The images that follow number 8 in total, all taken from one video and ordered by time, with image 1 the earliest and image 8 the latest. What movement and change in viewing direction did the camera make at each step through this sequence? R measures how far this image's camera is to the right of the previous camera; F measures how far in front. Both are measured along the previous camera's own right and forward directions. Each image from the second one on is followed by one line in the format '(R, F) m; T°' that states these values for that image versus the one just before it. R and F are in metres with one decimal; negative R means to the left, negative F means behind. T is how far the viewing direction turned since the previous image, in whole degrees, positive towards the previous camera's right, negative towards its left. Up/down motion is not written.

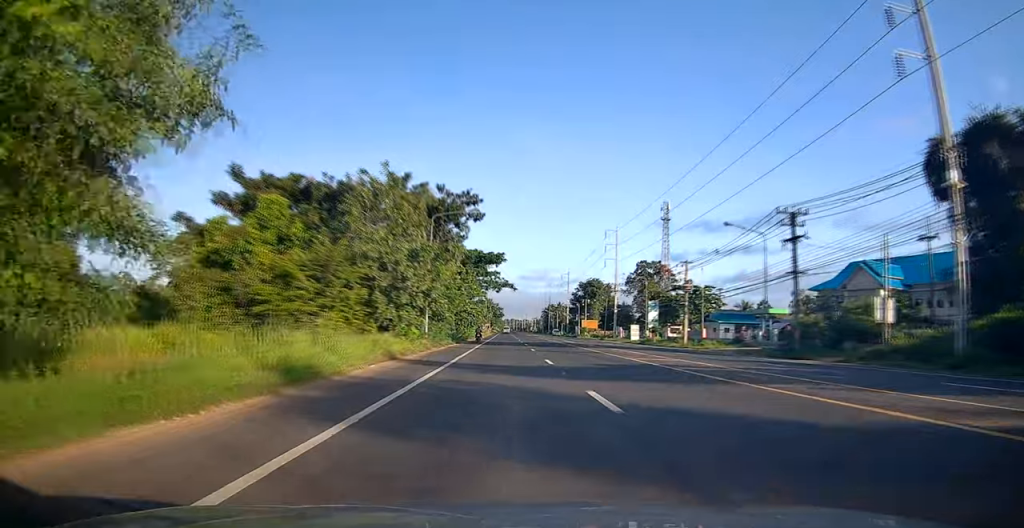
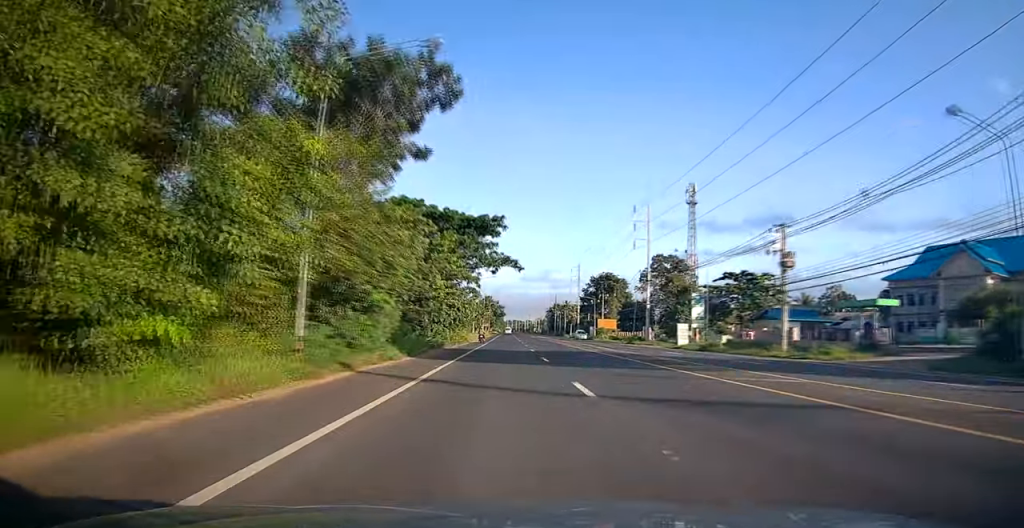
(+0.2, +22.1) m; 0°
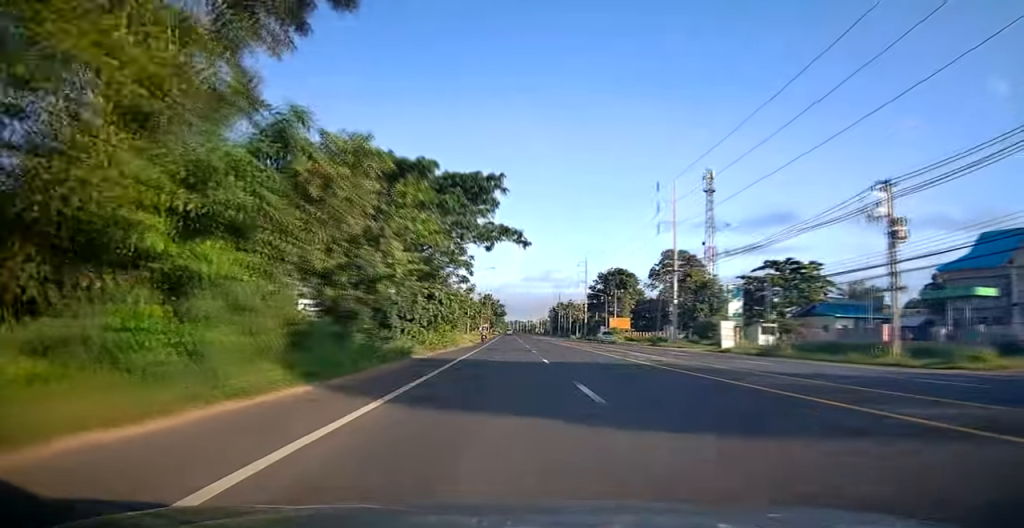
(-0.3, +12.3) m; 0°
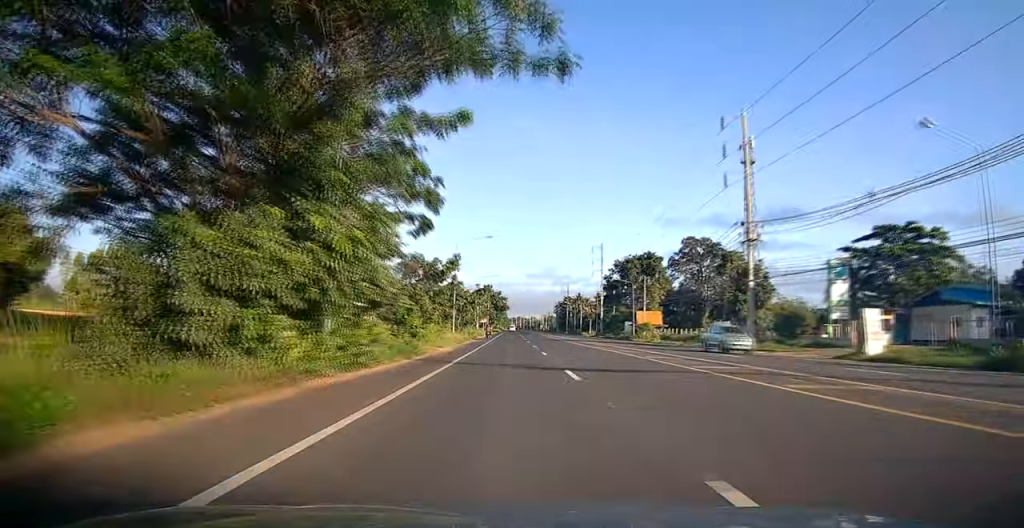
(+0.5, +21.0) m; -1°
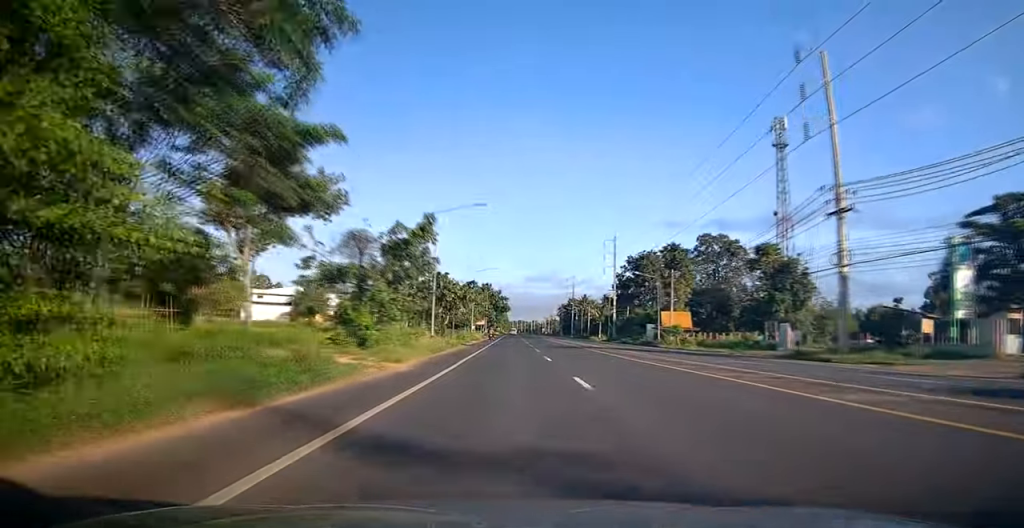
(-0.5, +13.6) m; -2°
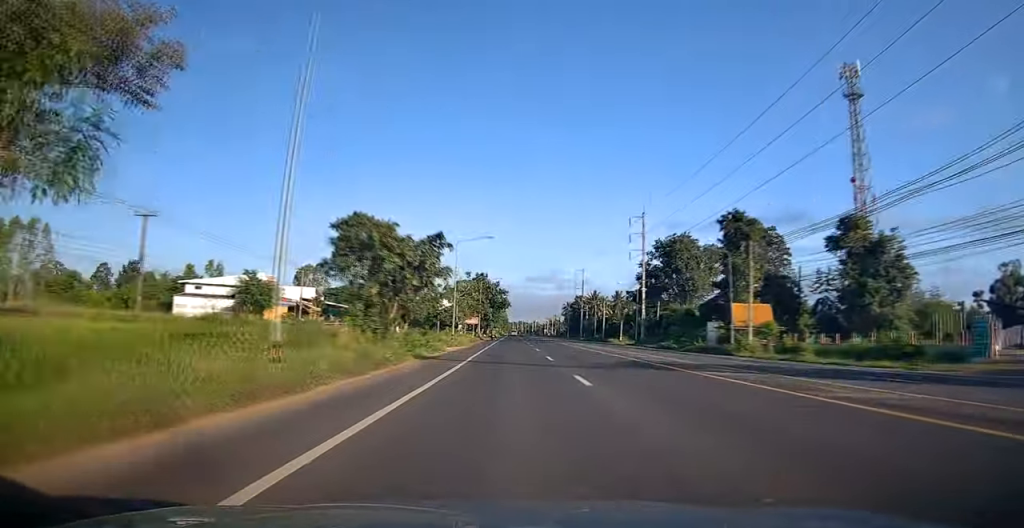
(+0.4, +23.5) m; +2°
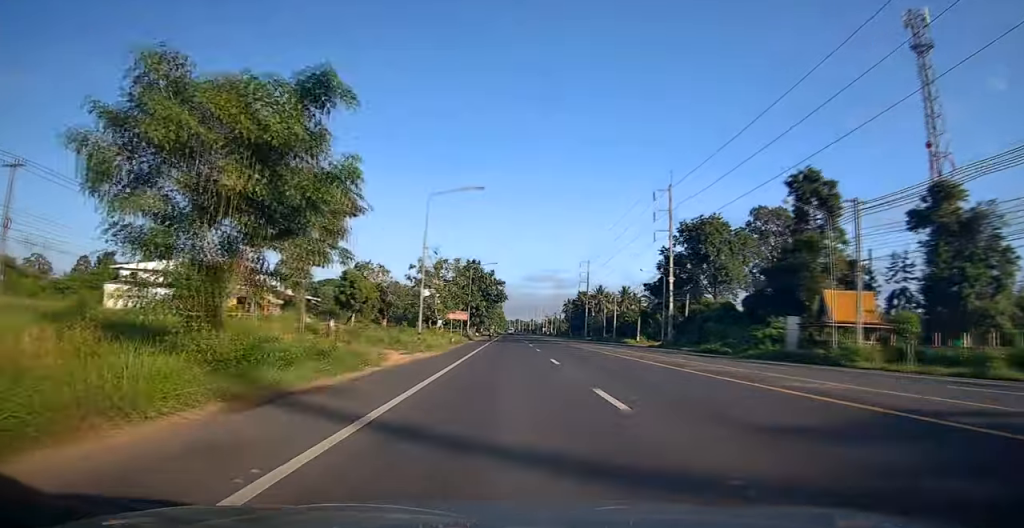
(+0.5, +16.0) m; 0°
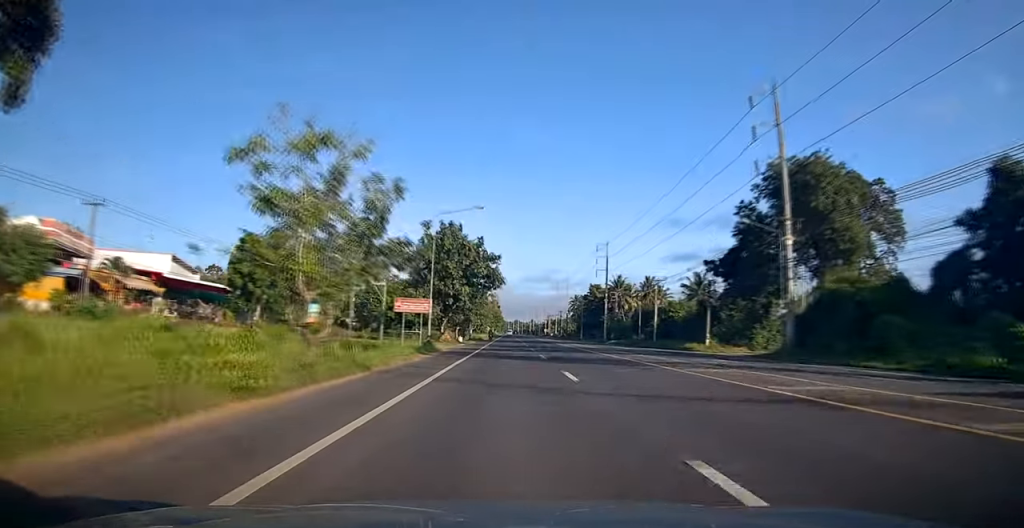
(-1.1, +30.6) m; 0°
